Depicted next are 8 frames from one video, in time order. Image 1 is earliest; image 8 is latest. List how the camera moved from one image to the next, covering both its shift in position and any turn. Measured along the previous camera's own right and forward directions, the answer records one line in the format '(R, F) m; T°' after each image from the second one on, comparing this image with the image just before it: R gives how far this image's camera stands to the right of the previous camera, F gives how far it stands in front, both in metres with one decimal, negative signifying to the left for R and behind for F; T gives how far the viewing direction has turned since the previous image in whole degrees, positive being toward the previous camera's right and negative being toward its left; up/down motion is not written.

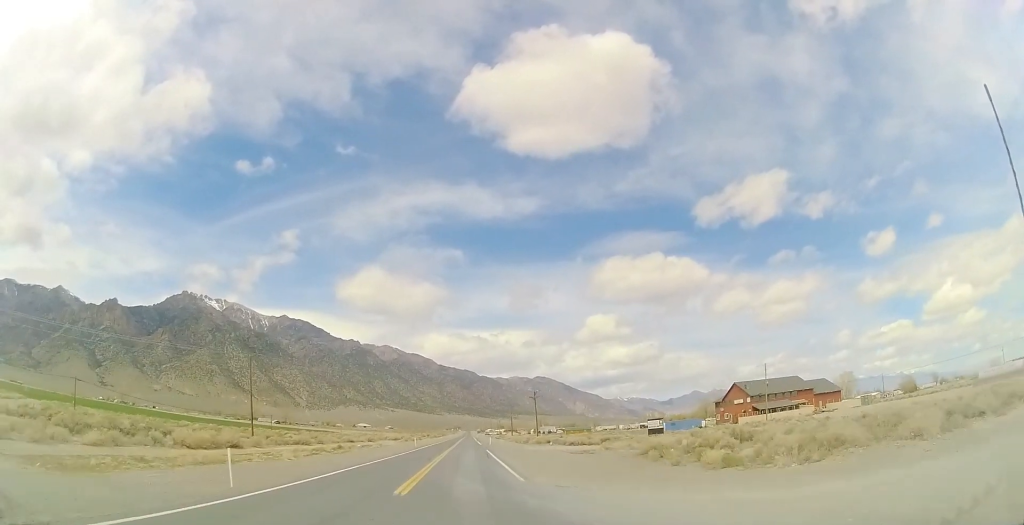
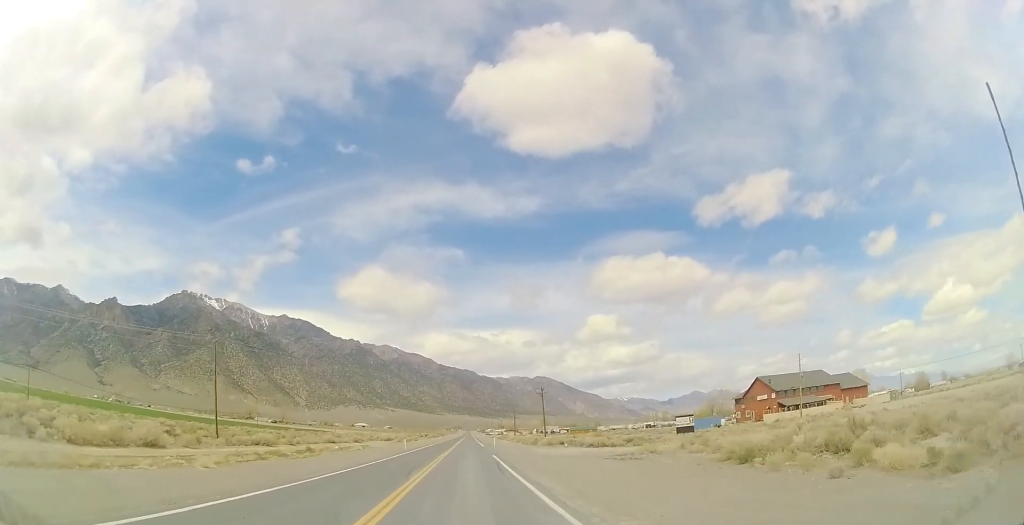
(+0.1, +11.7) m; 0°
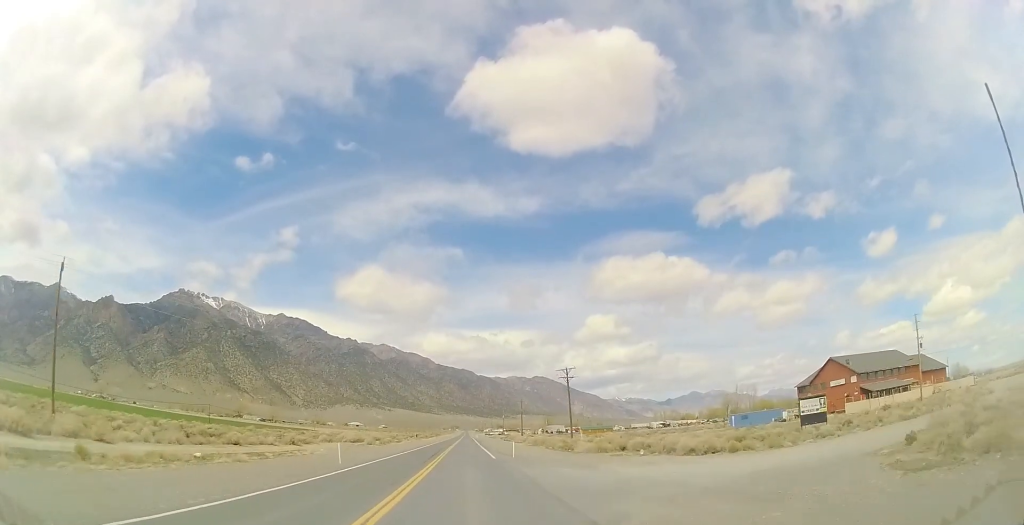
(-0.7, +29.8) m; 0°
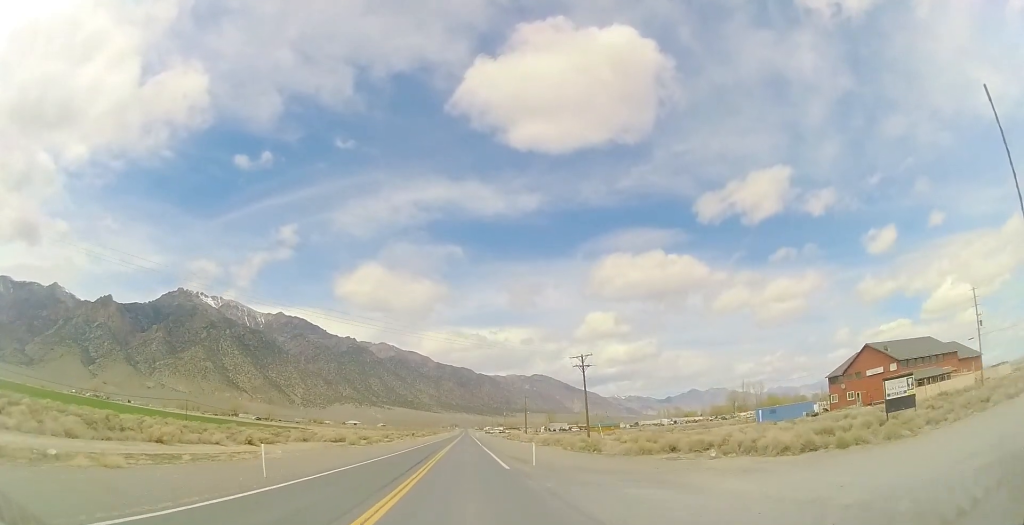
(+0.3, +11.2) m; +1°
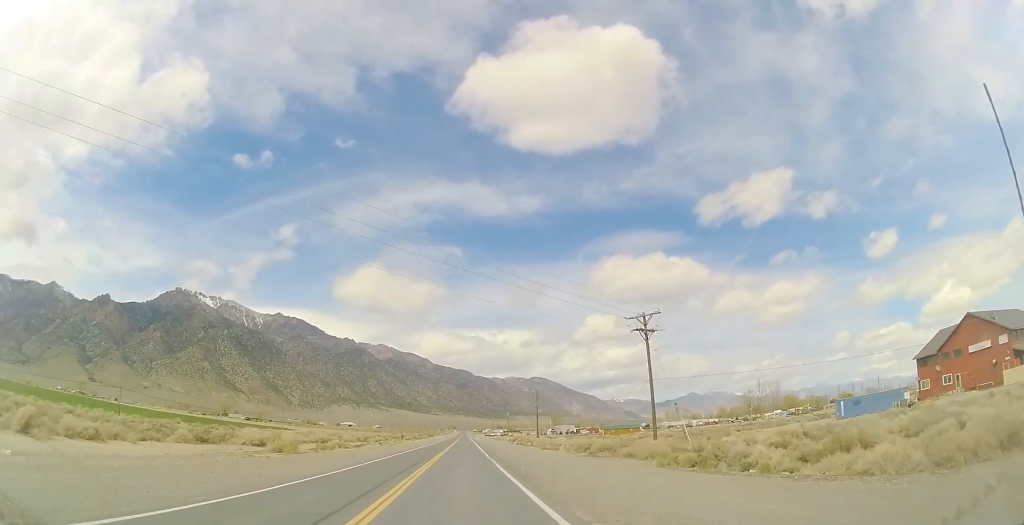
(+0.1, +25.1) m; 0°
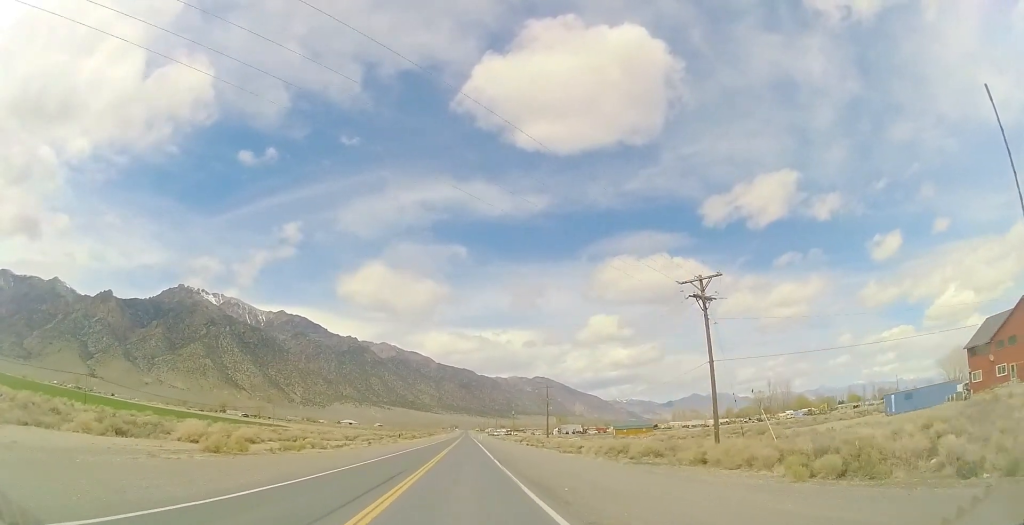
(0.0, +10.9) m; -1°
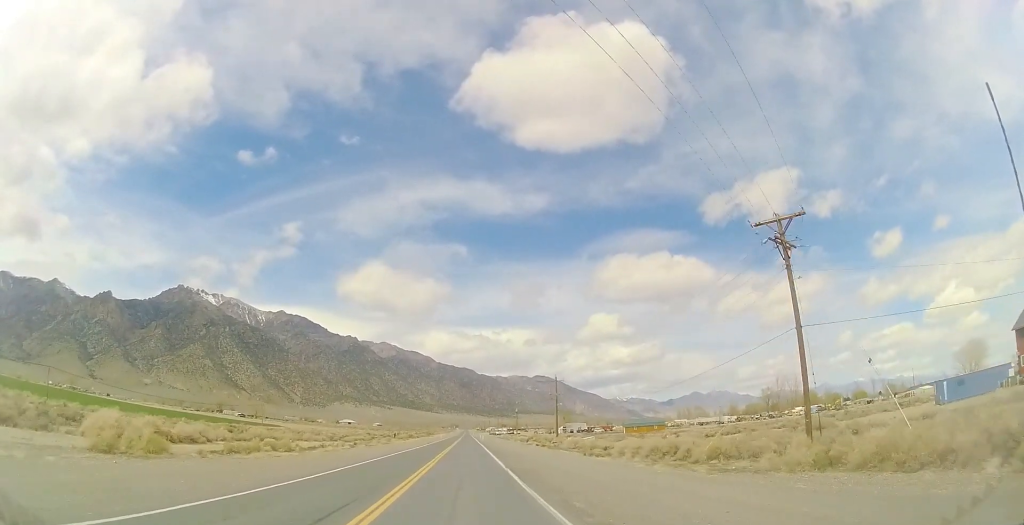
(-0.3, +9.8) m; 0°
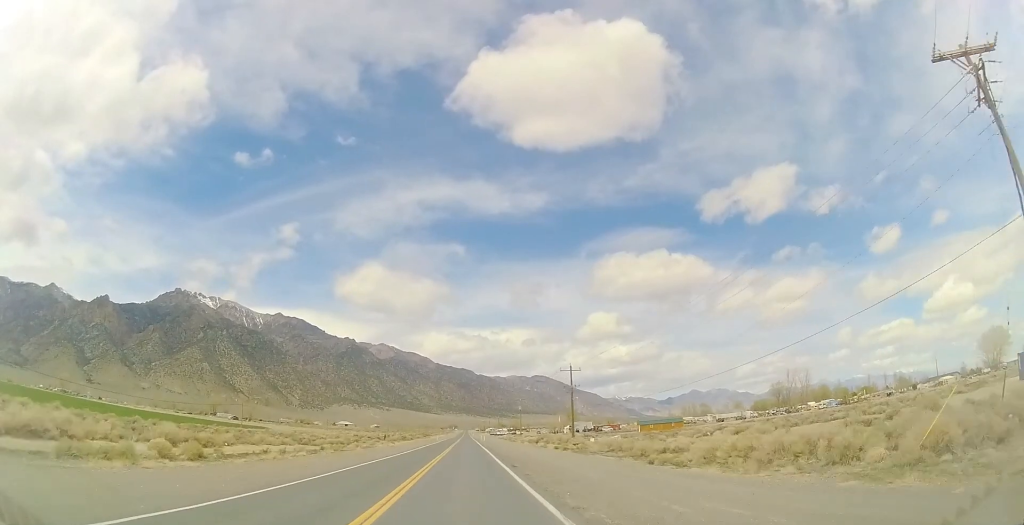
(+0.2, +14.3) m; 0°
